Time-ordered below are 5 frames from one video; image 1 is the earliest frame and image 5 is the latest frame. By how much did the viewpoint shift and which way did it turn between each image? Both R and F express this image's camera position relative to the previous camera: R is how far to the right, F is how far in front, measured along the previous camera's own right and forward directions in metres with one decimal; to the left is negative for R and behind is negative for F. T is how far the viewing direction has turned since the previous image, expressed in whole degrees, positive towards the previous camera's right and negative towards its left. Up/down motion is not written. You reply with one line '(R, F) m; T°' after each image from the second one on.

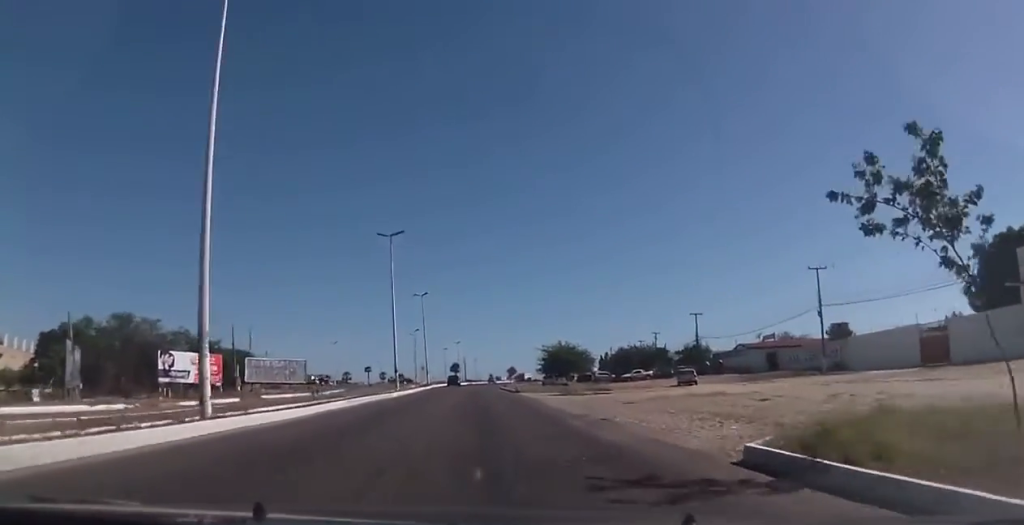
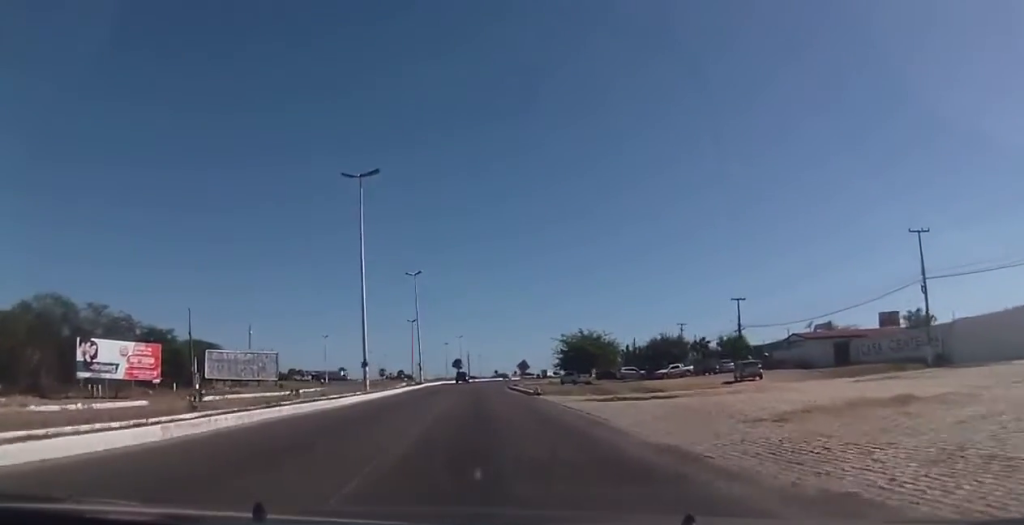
(0.0, +17.4) m; +1°
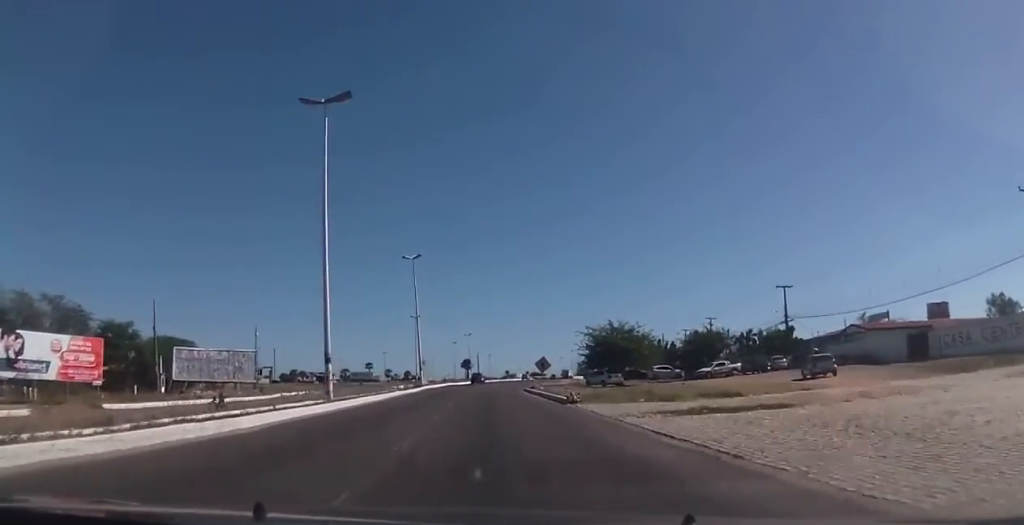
(+0.2, +12.5) m; 0°
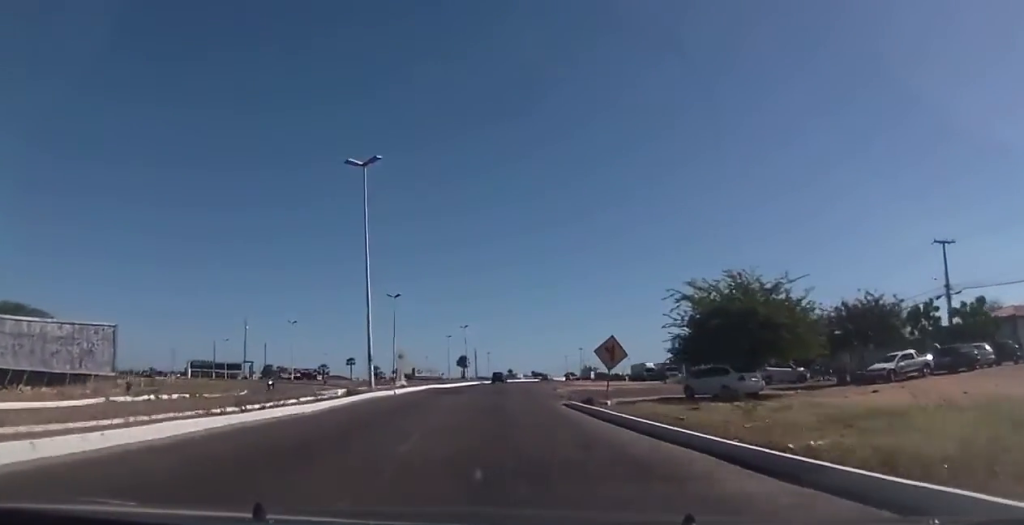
(-0.4, +30.6) m; -2°
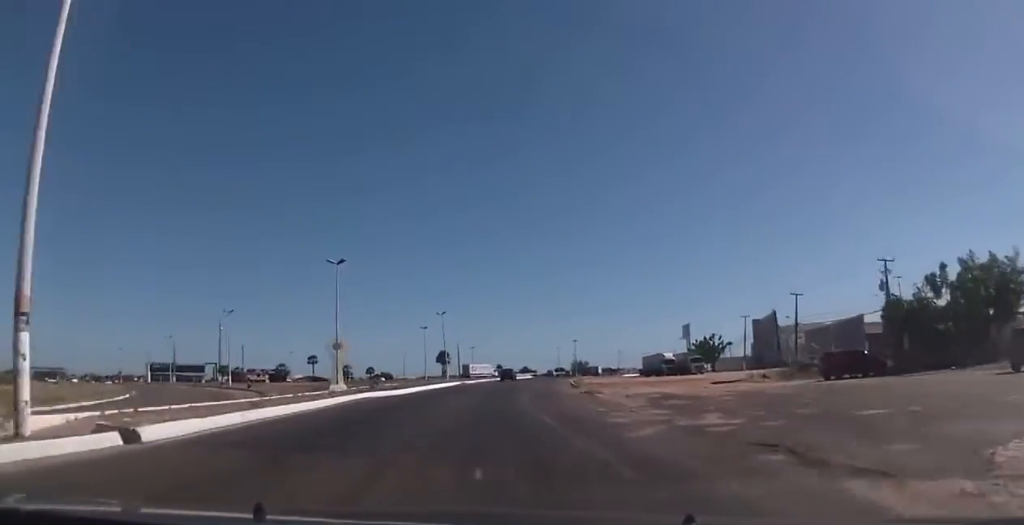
(+0.4, +28.6) m; +1°
